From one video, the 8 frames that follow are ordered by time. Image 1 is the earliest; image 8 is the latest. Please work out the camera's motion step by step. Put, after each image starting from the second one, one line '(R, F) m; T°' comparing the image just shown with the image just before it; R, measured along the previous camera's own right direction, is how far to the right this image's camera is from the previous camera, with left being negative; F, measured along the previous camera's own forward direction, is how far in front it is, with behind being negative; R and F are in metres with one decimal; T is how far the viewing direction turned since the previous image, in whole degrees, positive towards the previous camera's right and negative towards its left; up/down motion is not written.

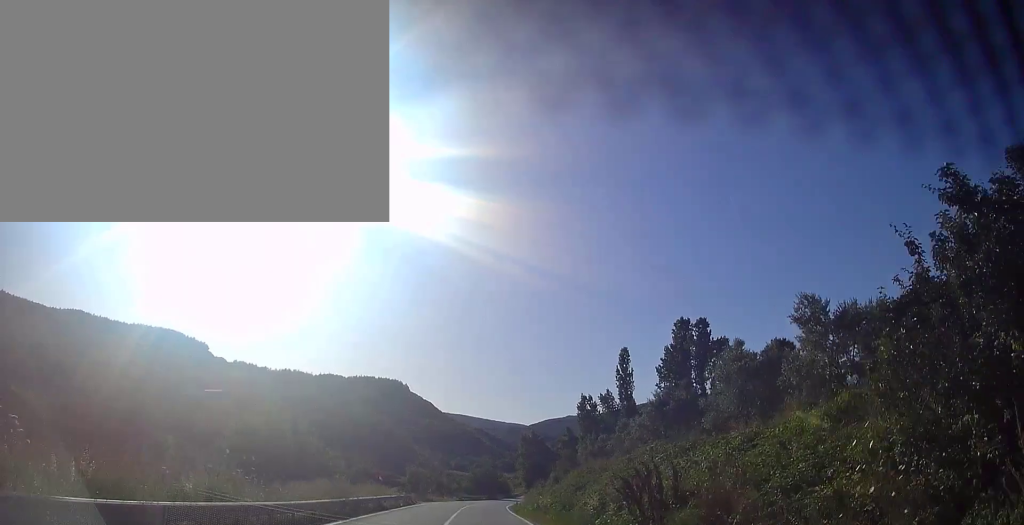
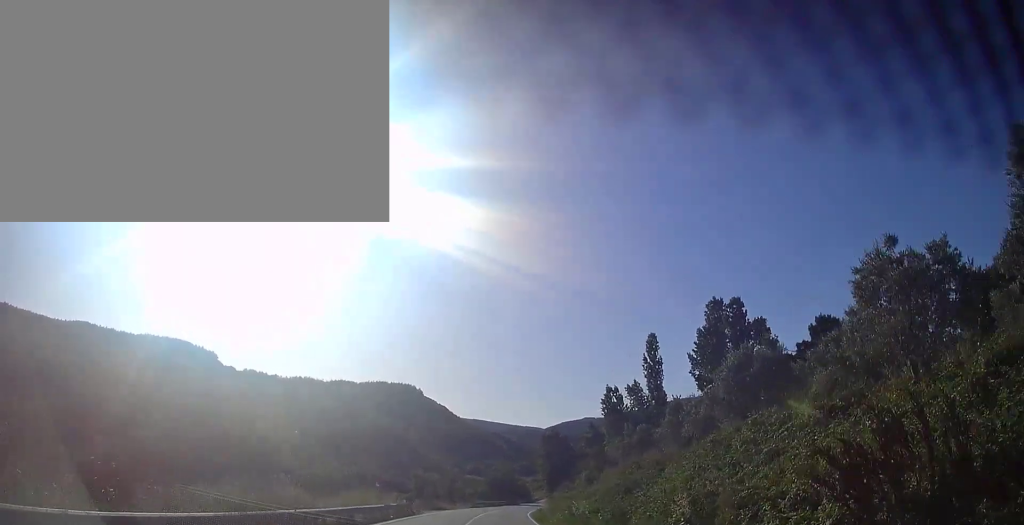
(-0.2, +9.3) m; -2°
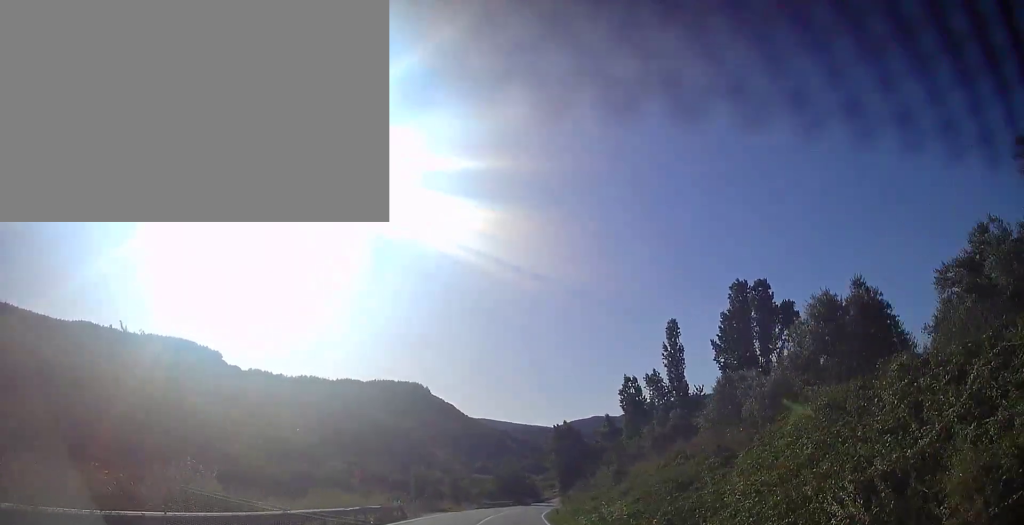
(0.0, +6.5) m; -1°
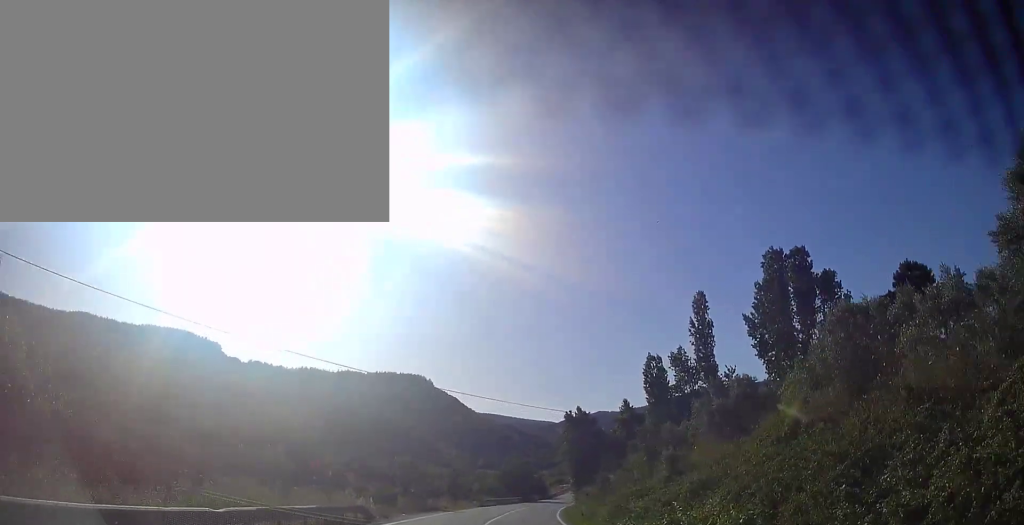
(-0.2, +9.9) m; -1°
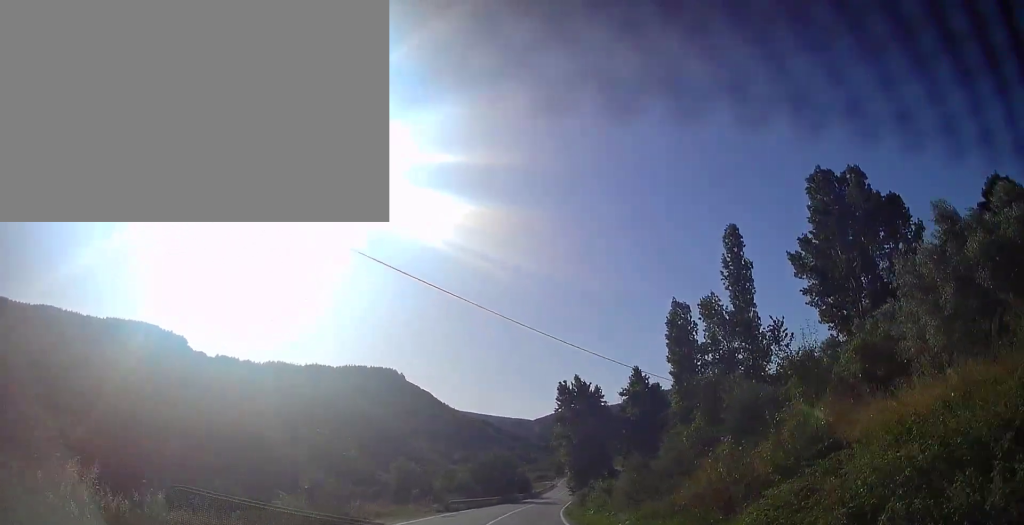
(-0.2, +18.4) m; 0°
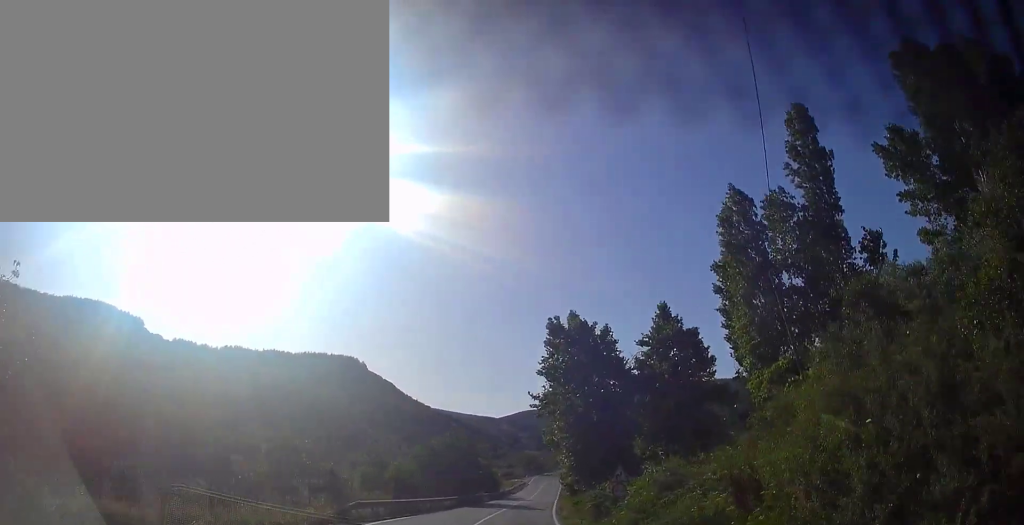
(+0.5, +20.1) m; +3°
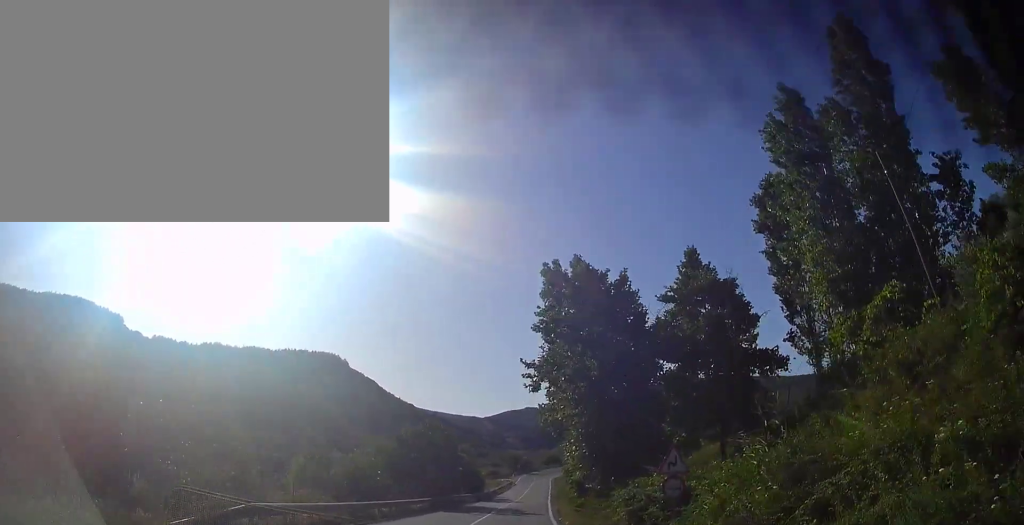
(+0.2, +9.1) m; +1°
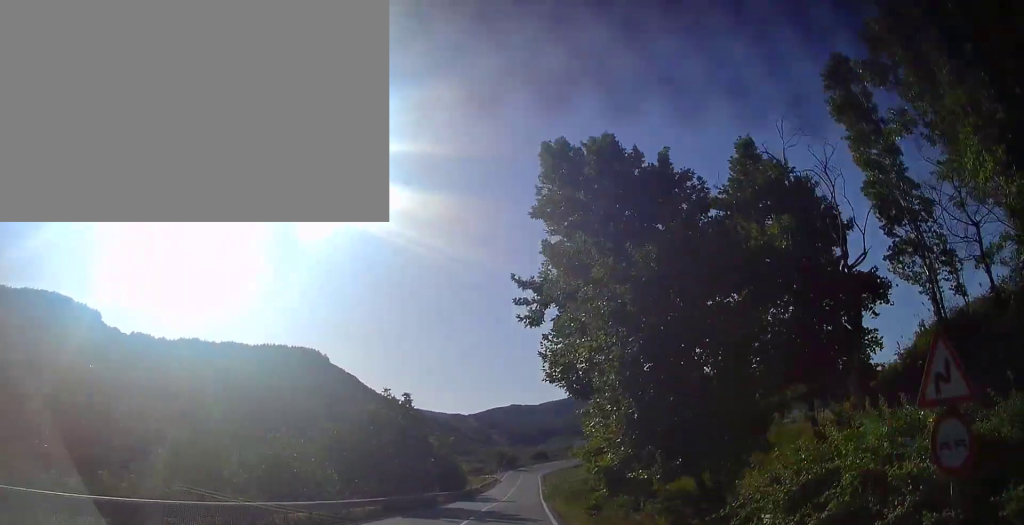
(+0.1, +9.8) m; +1°
